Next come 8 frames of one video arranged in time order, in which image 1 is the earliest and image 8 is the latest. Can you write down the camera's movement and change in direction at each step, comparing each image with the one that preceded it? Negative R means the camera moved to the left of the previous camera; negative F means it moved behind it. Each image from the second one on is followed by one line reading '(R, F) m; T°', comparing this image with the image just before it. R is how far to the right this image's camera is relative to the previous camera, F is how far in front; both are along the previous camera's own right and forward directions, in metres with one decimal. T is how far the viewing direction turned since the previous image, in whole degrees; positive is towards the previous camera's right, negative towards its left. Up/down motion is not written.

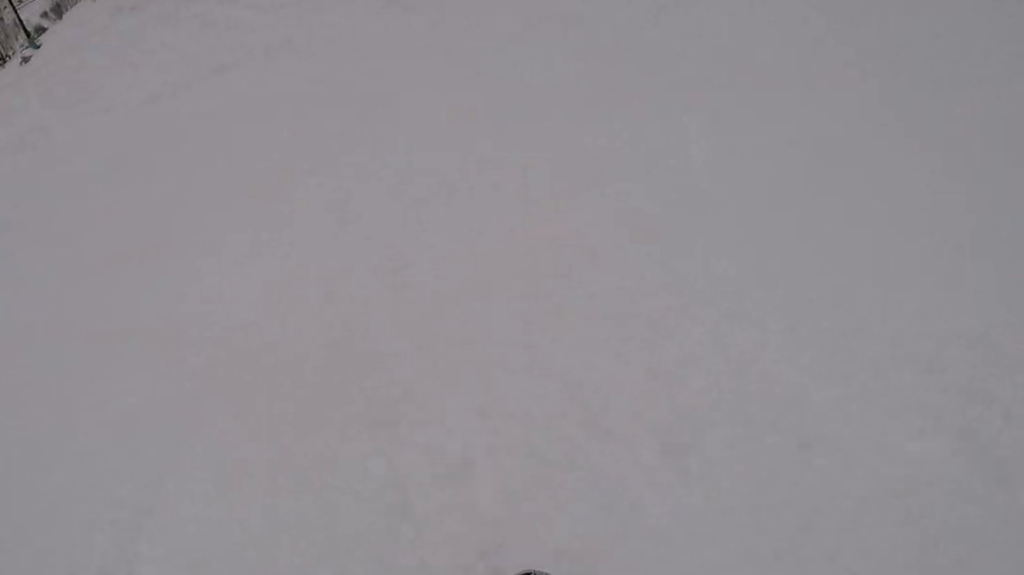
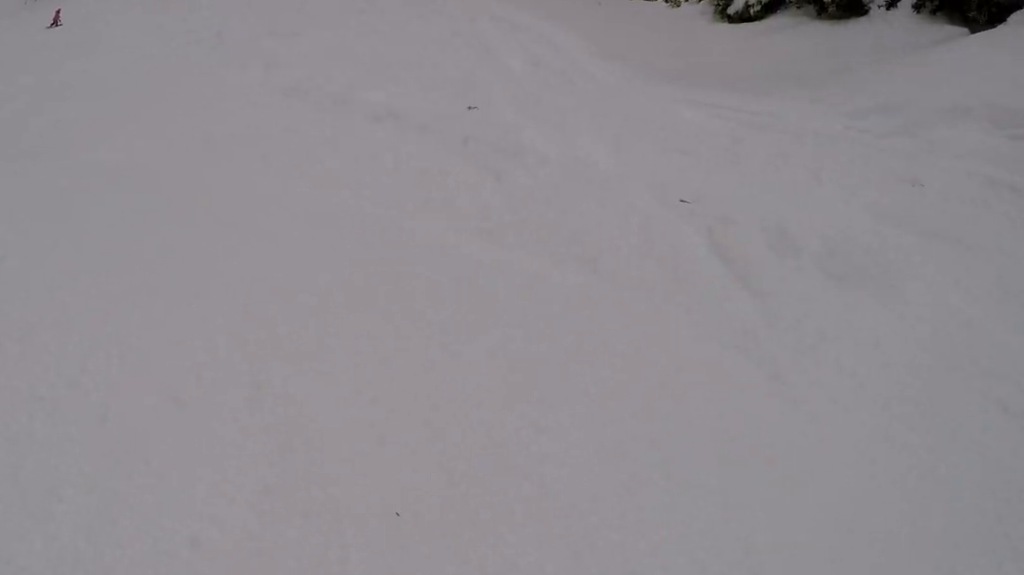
(-0.5, +4.5) m; -20°
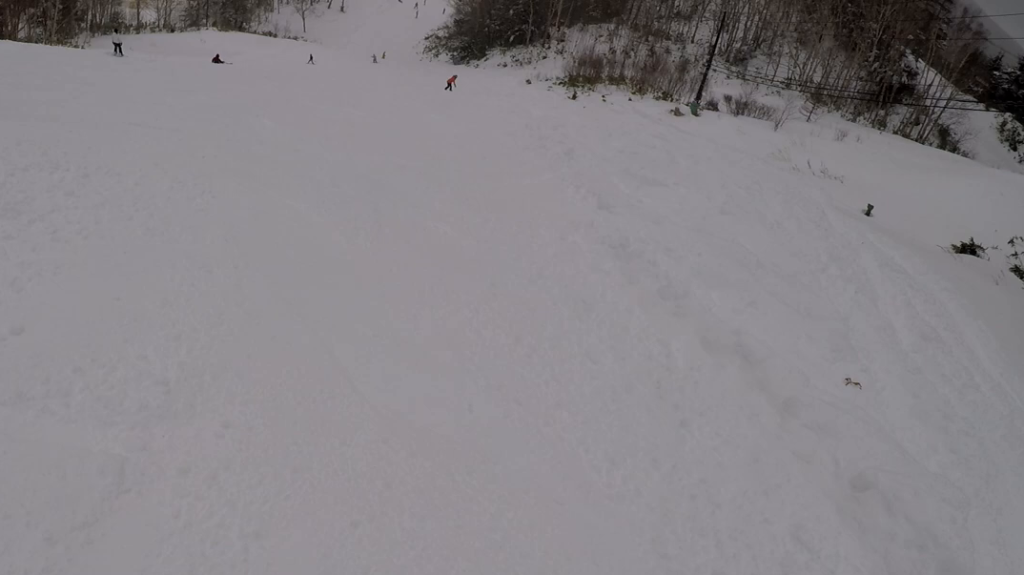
(-0.5, +2.8) m; -12°
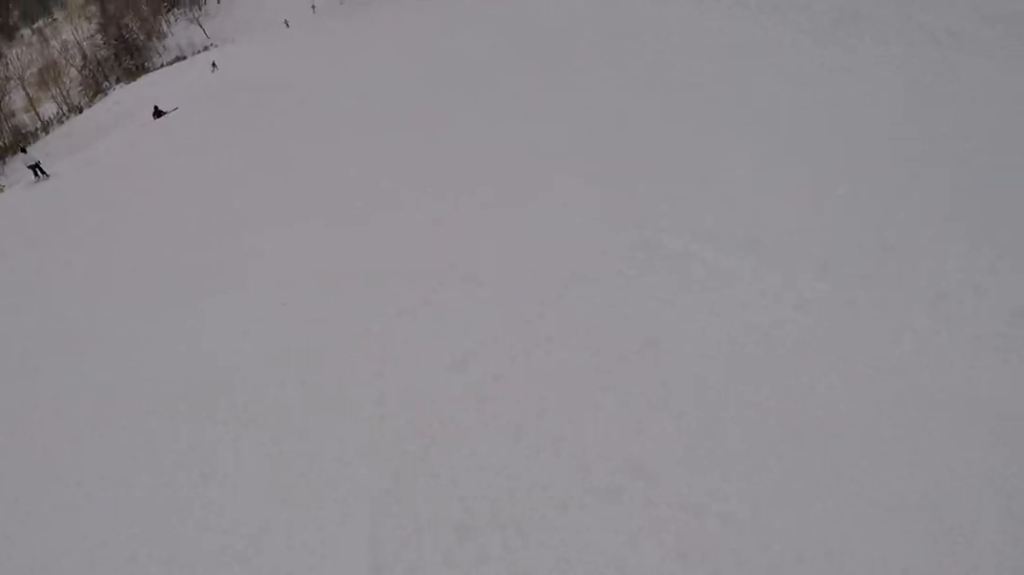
(-0.6, +9.3) m; +19°
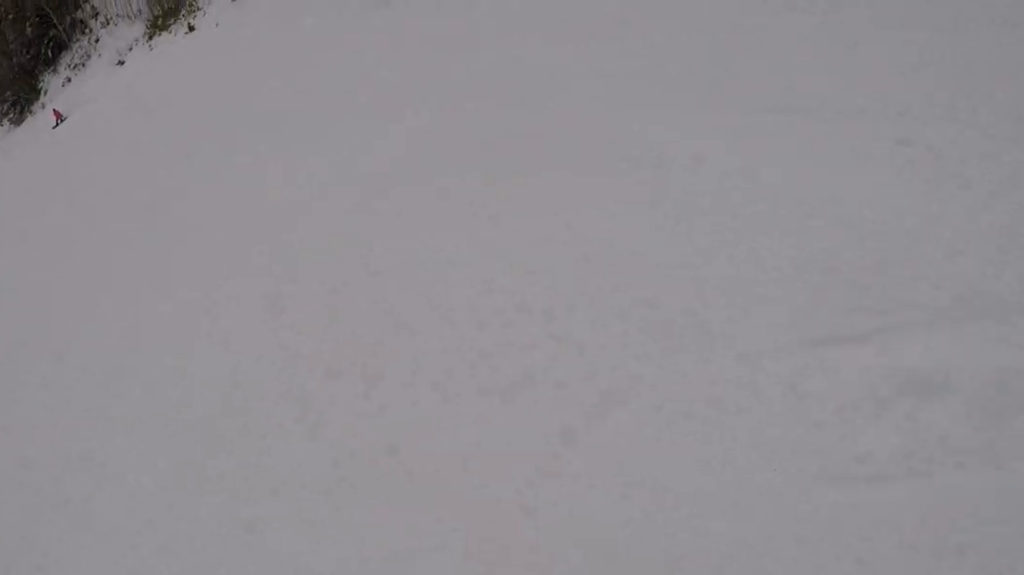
(+0.8, +2.3) m; +17°
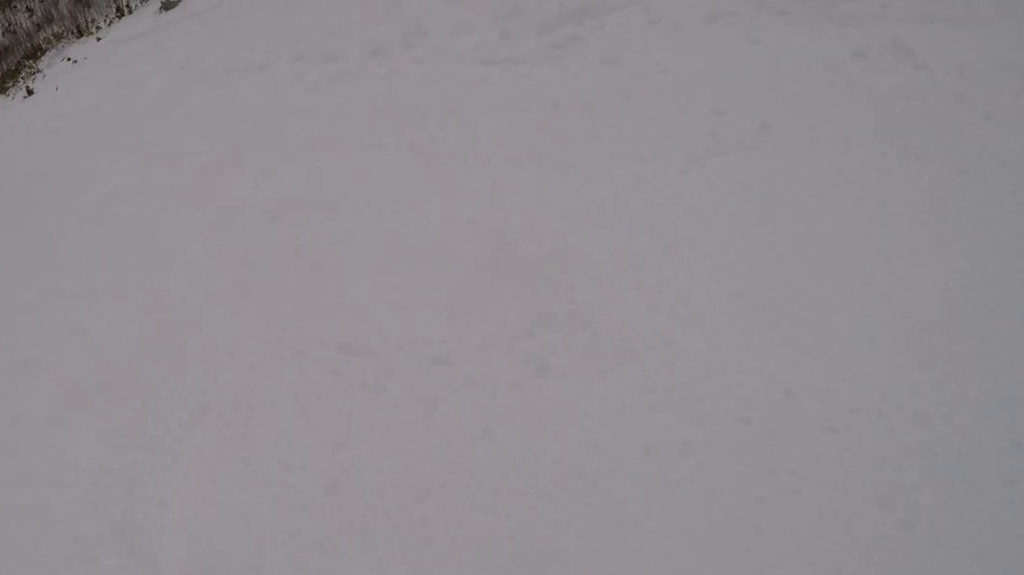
(+0.3, +3.2) m; -4°
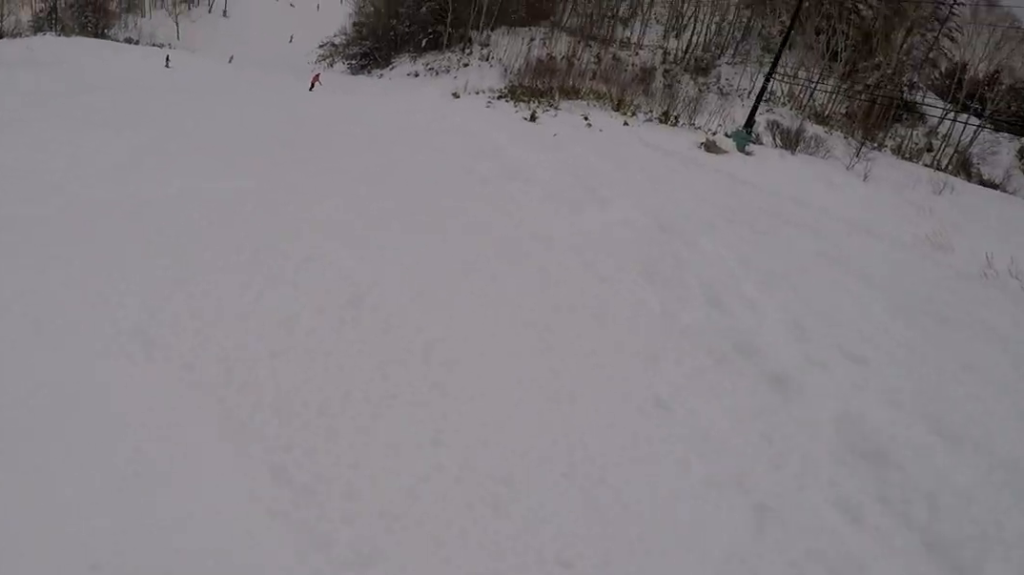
(-1.2, +5.5) m; -46°
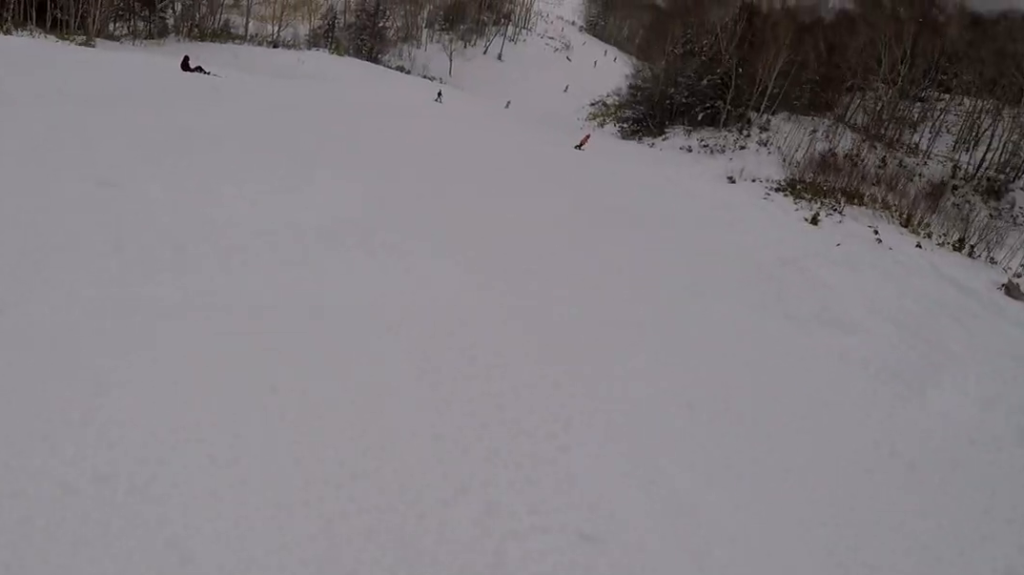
(-0.6, +1.7) m; -7°
